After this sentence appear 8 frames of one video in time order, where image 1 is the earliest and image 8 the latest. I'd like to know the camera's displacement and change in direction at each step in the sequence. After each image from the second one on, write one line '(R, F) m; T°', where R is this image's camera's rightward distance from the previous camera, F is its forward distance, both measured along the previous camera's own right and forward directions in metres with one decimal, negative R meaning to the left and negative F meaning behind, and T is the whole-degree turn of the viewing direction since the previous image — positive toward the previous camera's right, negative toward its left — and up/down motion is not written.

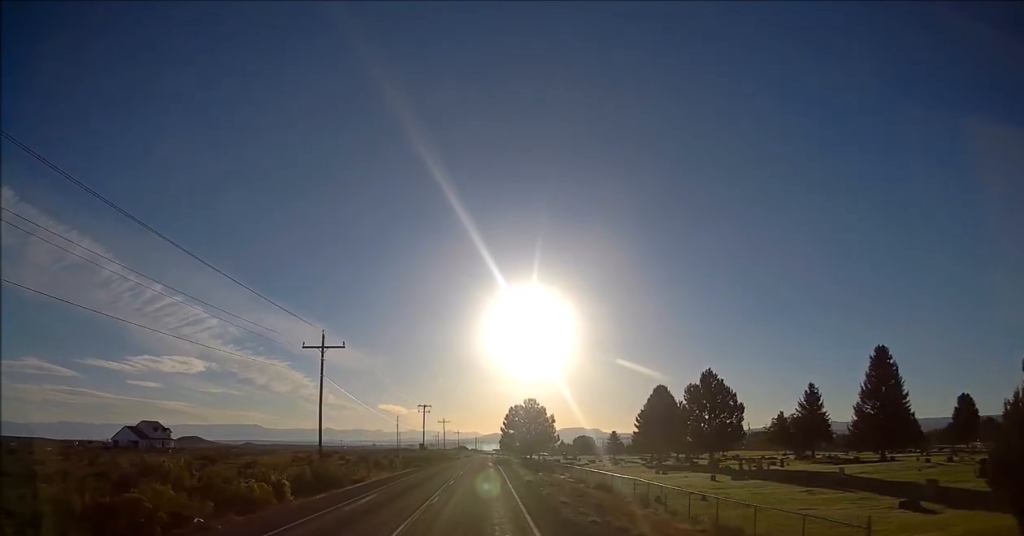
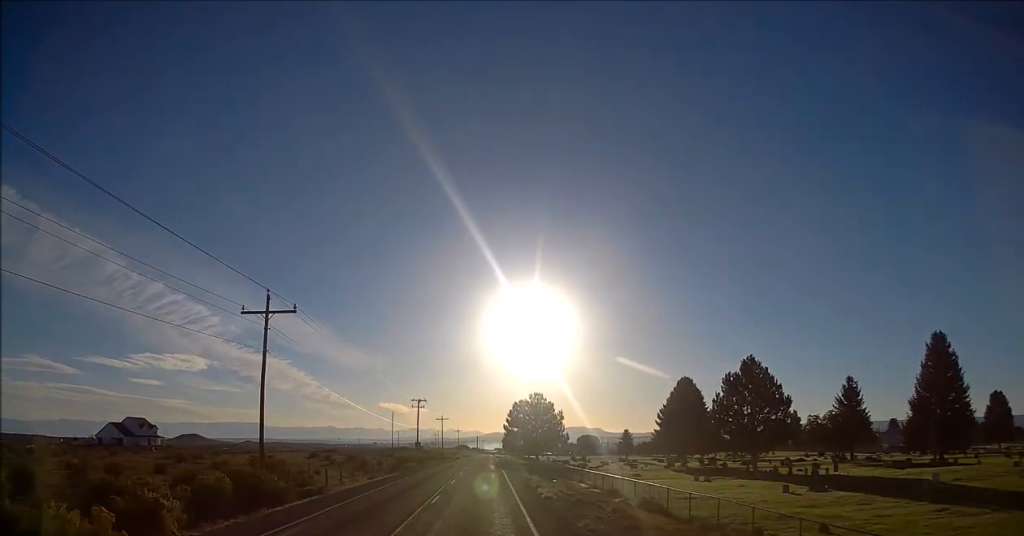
(+0.1, +12.9) m; 0°
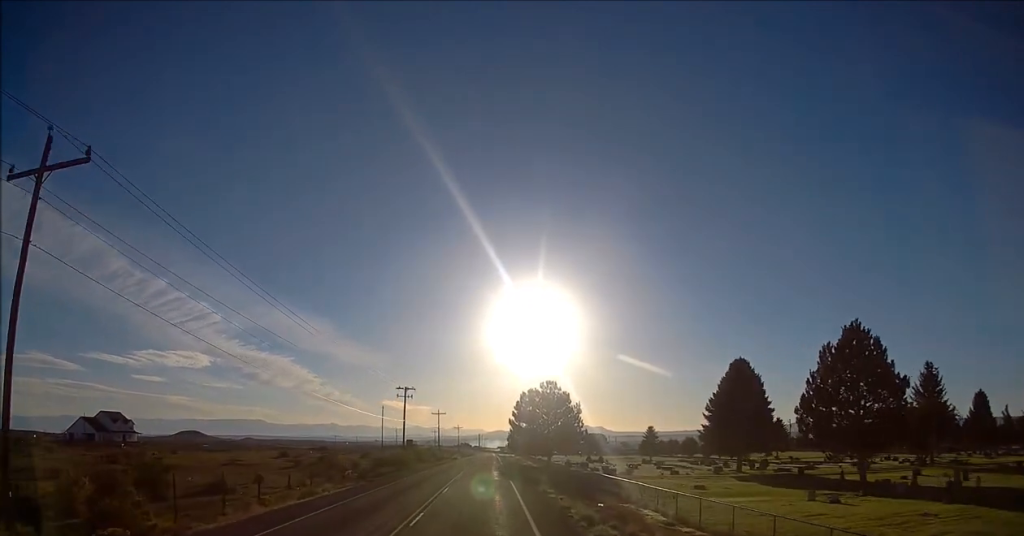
(-0.2, +19.9) m; -1°
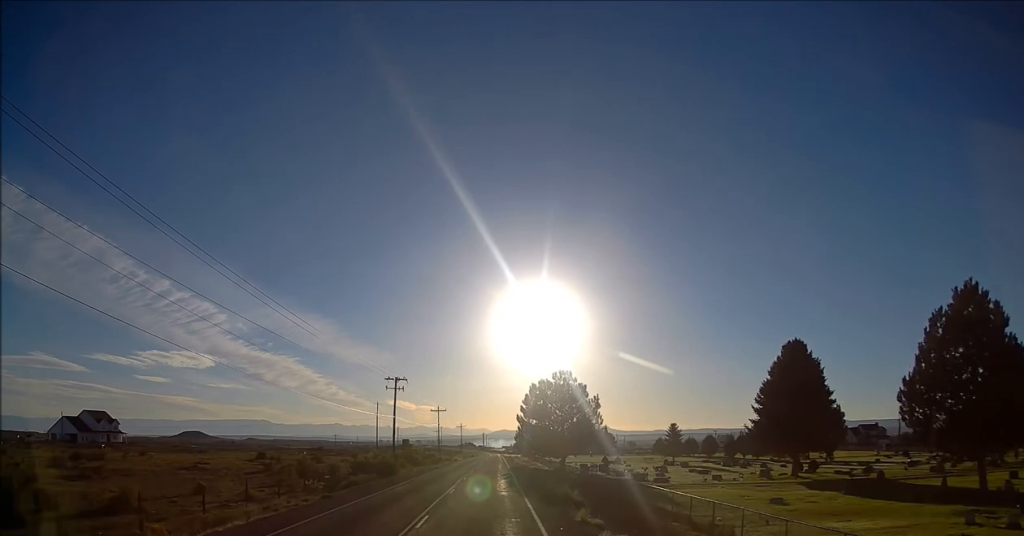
(0.0, +12.1) m; 0°
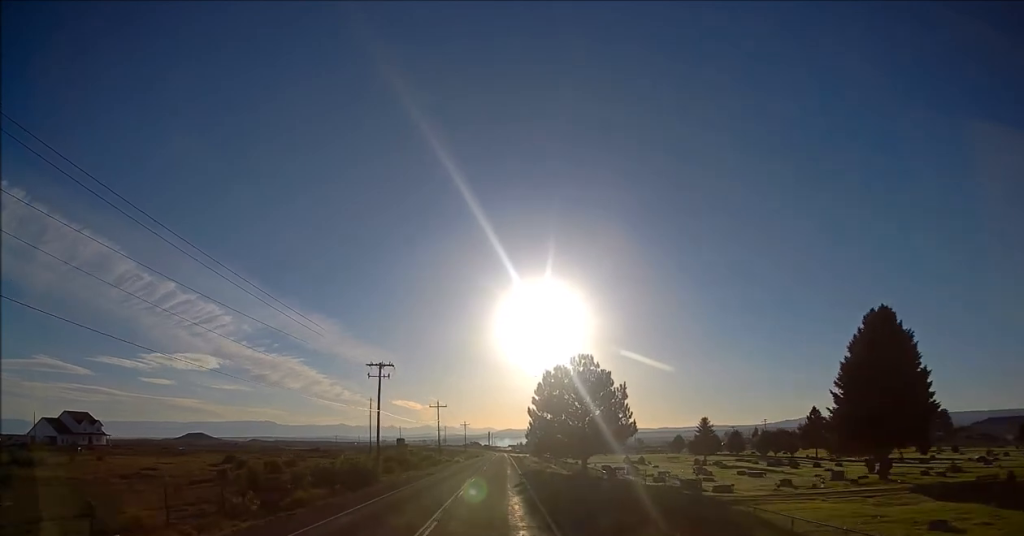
(0.0, +13.1) m; 0°
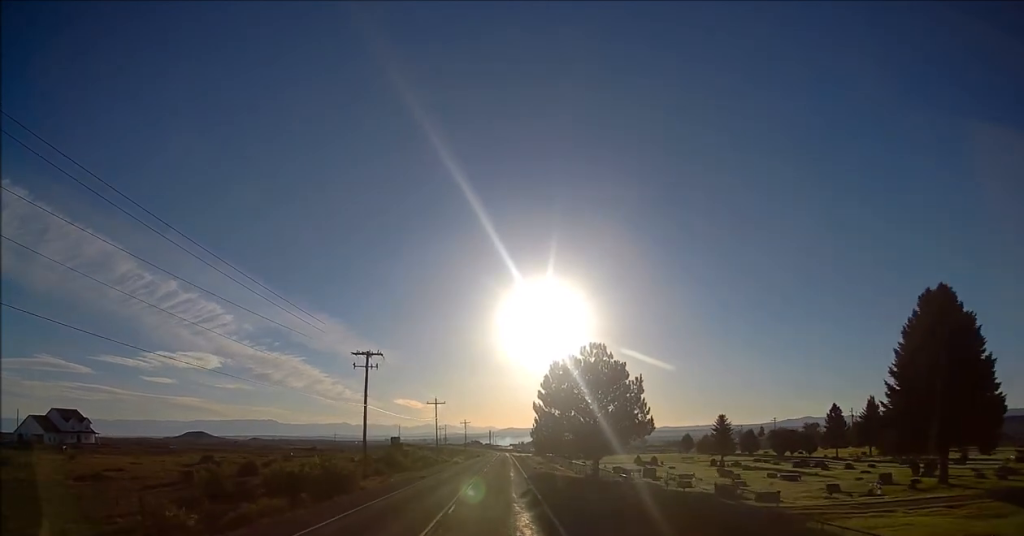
(-0.1, +6.9) m; 0°
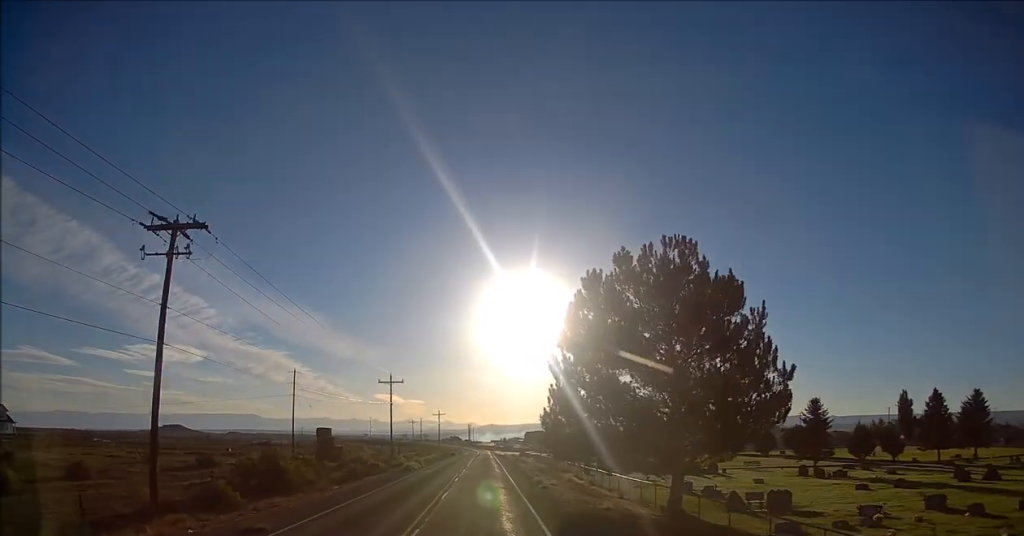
(+0.3, +32.4) m; +1°
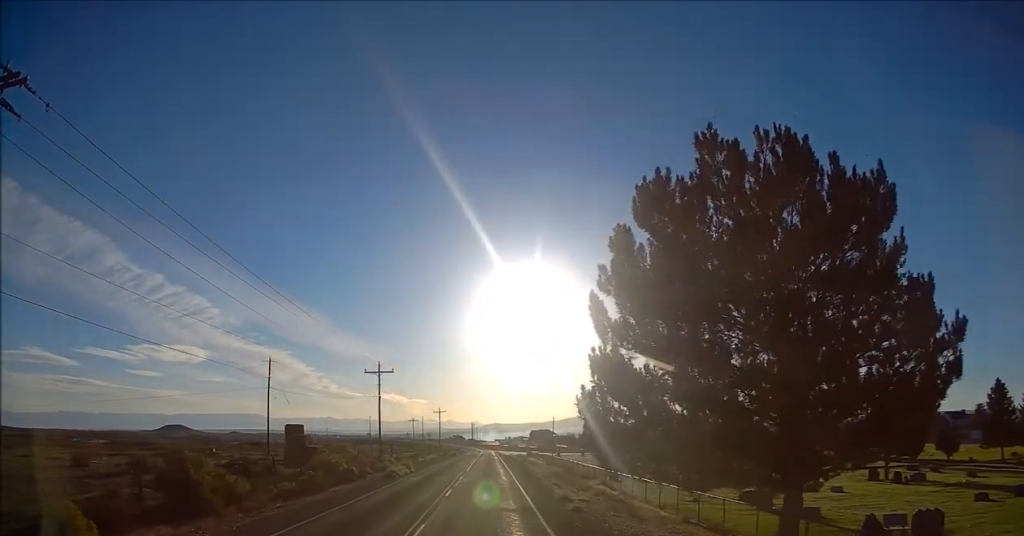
(0.0, +11.0) m; 0°
